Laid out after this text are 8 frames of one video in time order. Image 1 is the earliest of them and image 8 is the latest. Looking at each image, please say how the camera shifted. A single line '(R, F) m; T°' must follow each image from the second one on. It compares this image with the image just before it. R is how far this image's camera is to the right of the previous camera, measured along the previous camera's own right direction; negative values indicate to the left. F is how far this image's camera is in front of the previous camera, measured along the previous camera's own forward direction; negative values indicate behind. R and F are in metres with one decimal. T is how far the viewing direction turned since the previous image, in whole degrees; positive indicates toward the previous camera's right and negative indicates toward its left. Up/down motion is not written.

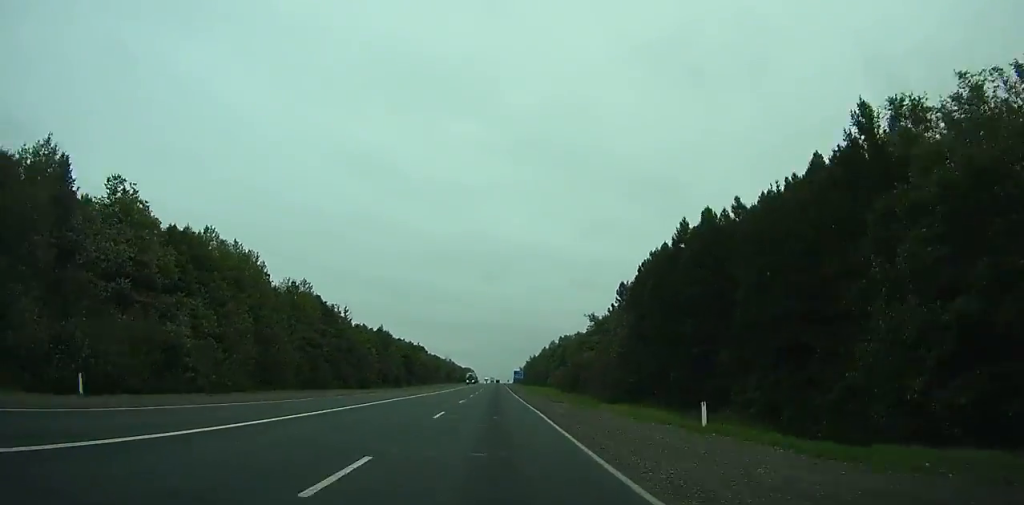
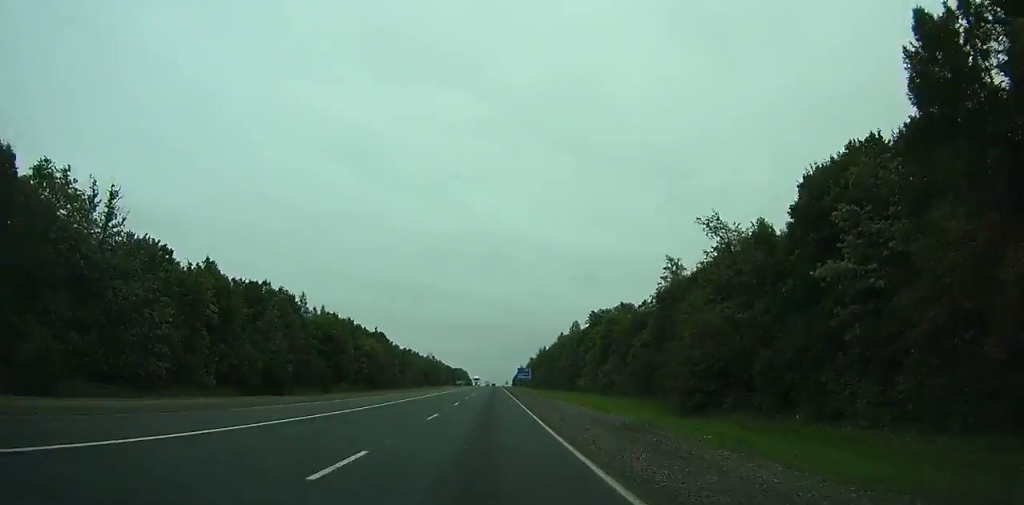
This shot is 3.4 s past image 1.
(+0.3, +82.2) m; 0°
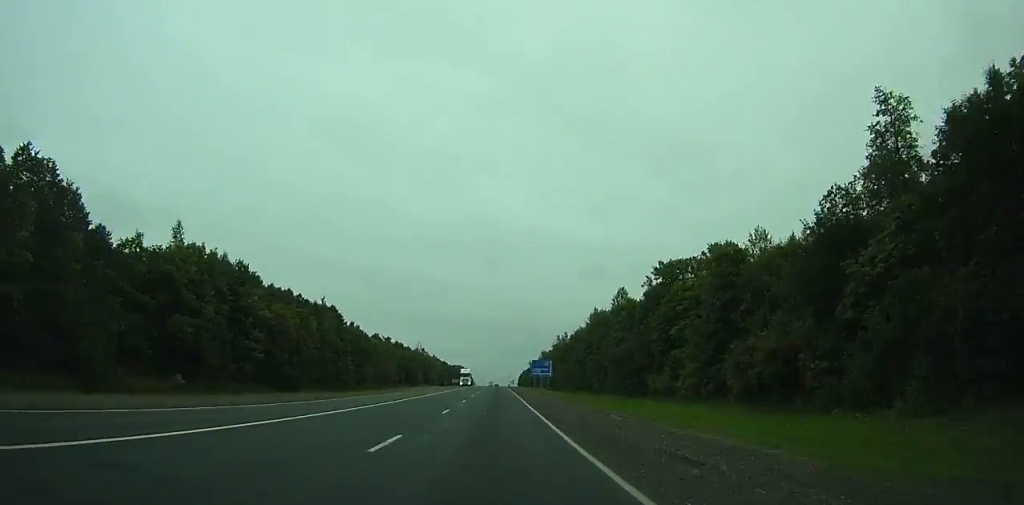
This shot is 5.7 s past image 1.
(+0.1, +56.0) m; 0°
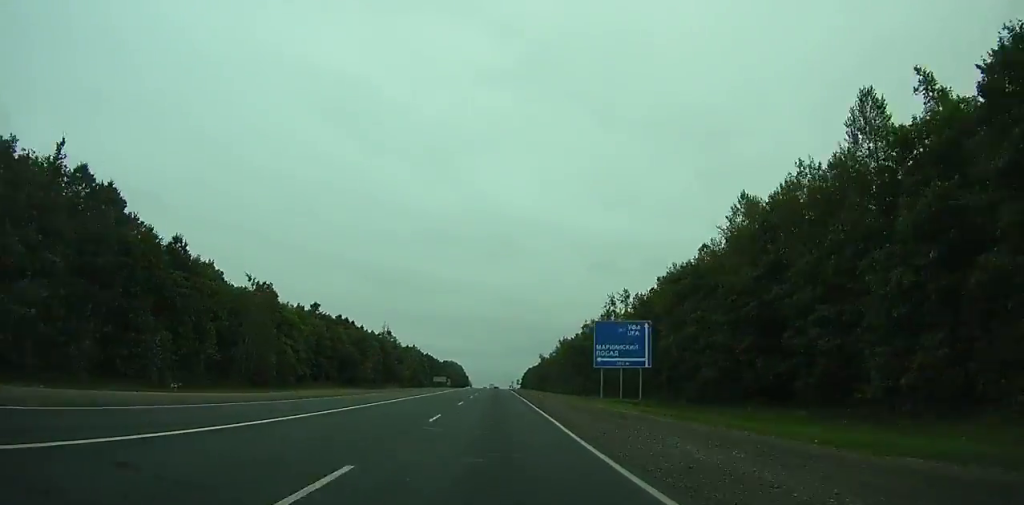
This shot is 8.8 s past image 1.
(-0.1, +75.8) m; 0°
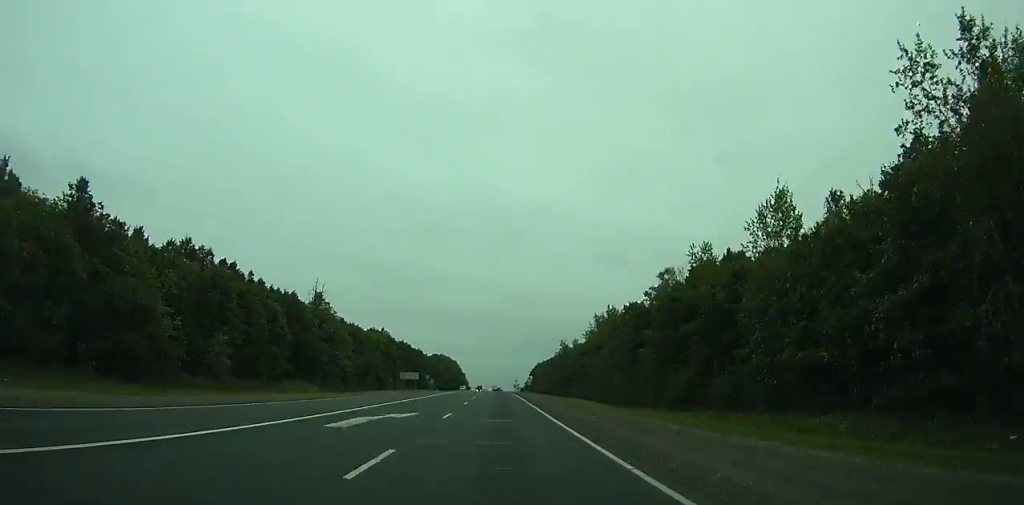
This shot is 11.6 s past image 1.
(-0.1, +68.7) m; 0°
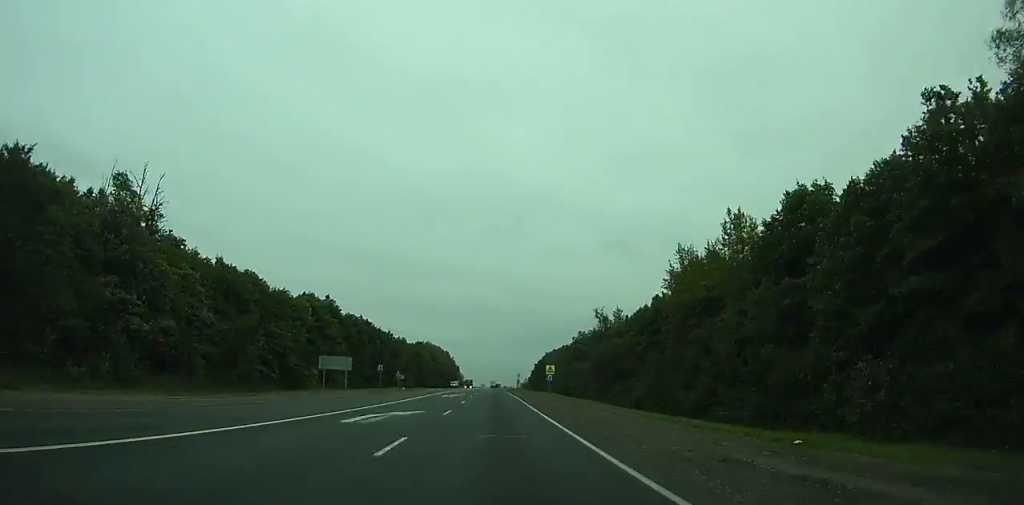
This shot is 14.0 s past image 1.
(-0.1, +58.8) m; 0°
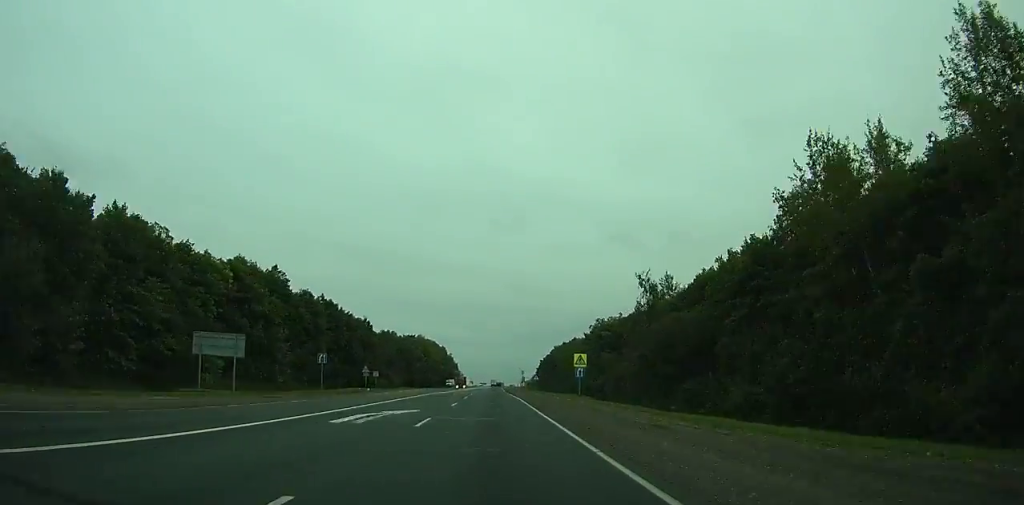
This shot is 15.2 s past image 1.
(0.0, +29.3) m; 0°
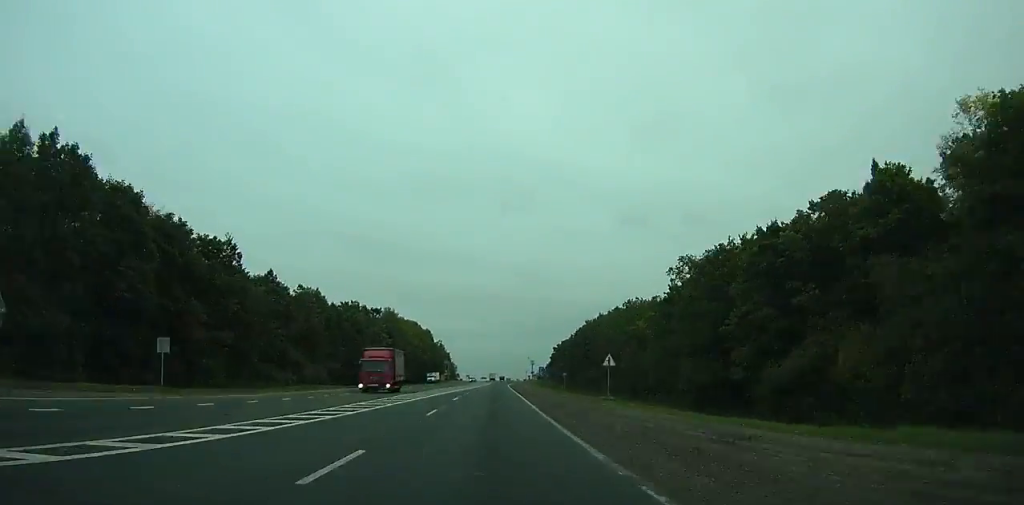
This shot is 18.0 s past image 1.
(-0.1, +68.5) m; 0°
